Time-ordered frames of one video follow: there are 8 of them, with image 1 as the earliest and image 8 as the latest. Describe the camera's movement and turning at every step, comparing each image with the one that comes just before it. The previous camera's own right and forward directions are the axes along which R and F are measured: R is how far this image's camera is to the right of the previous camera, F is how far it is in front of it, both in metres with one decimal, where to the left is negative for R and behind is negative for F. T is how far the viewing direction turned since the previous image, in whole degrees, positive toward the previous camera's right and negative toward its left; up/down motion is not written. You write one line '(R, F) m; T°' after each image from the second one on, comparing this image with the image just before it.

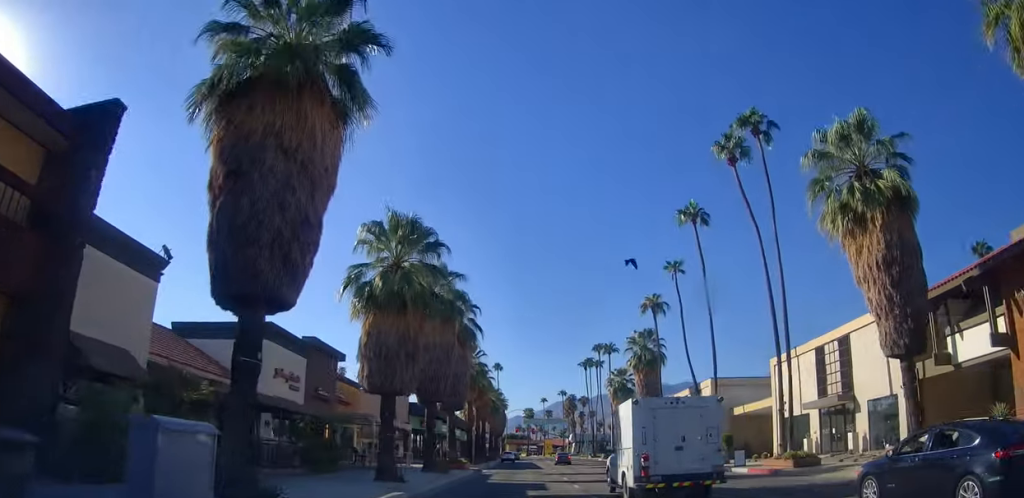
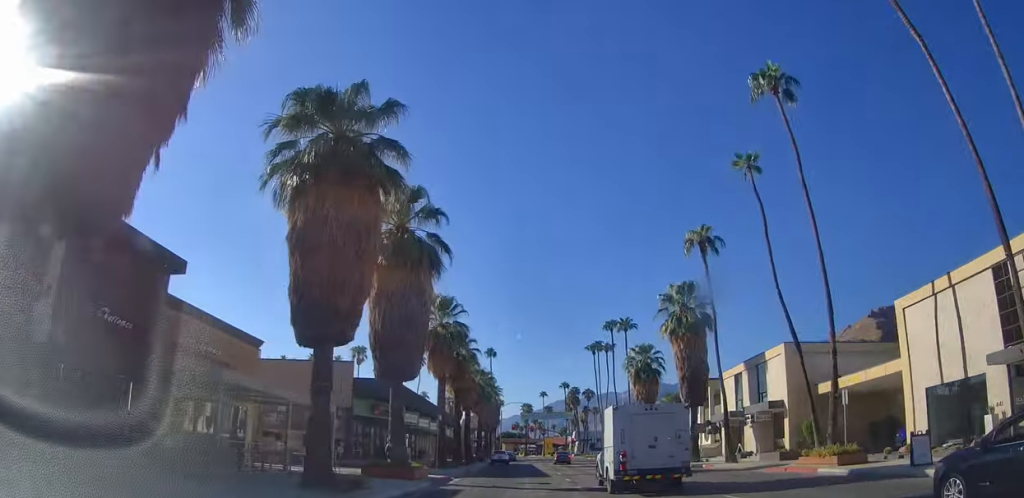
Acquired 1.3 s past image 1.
(0.0, +18.0) m; 0°
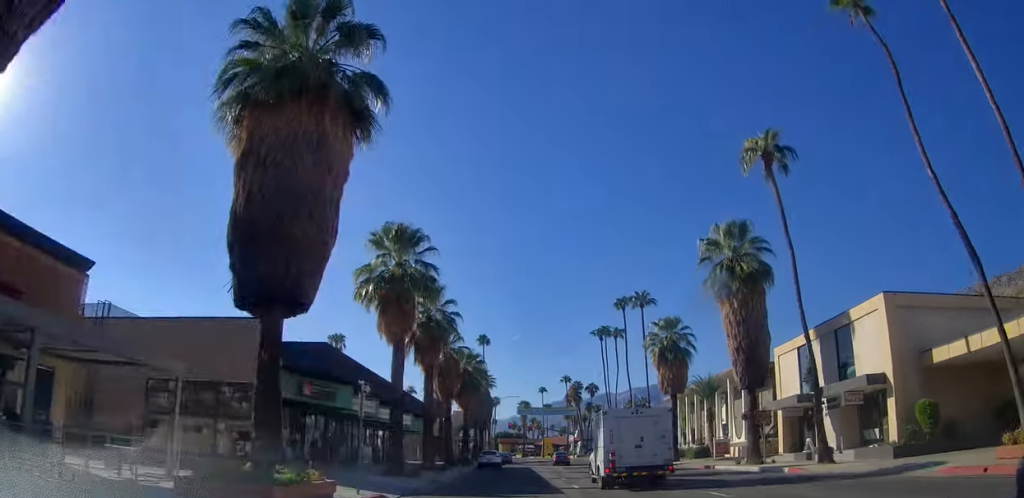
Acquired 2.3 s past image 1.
(0.0, +13.2) m; 0°
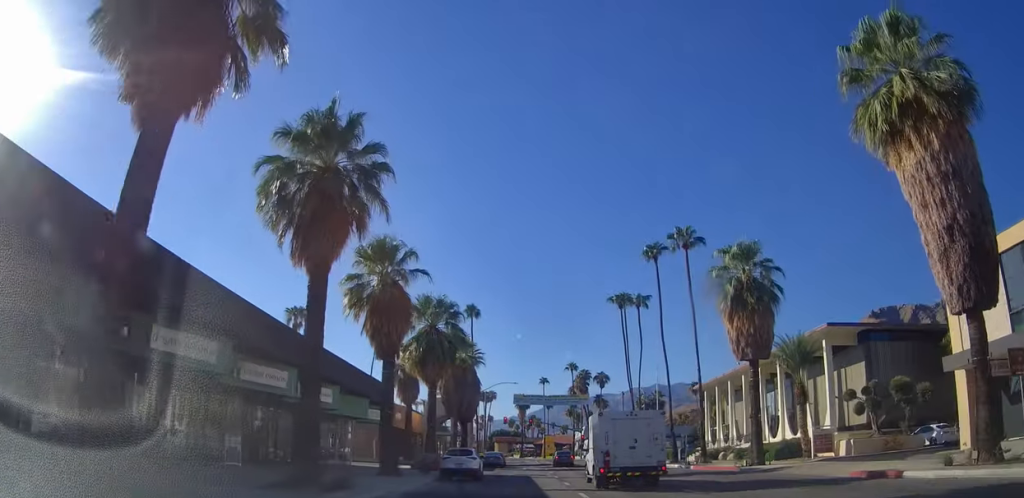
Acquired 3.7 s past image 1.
(0.0, +19.5) m; 0°
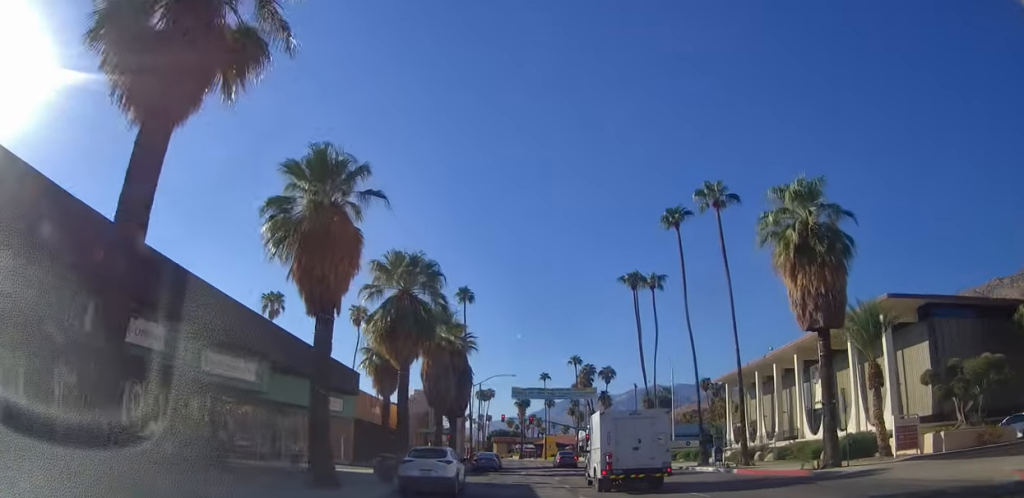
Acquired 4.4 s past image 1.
(0.0, +8.6) m; 0°
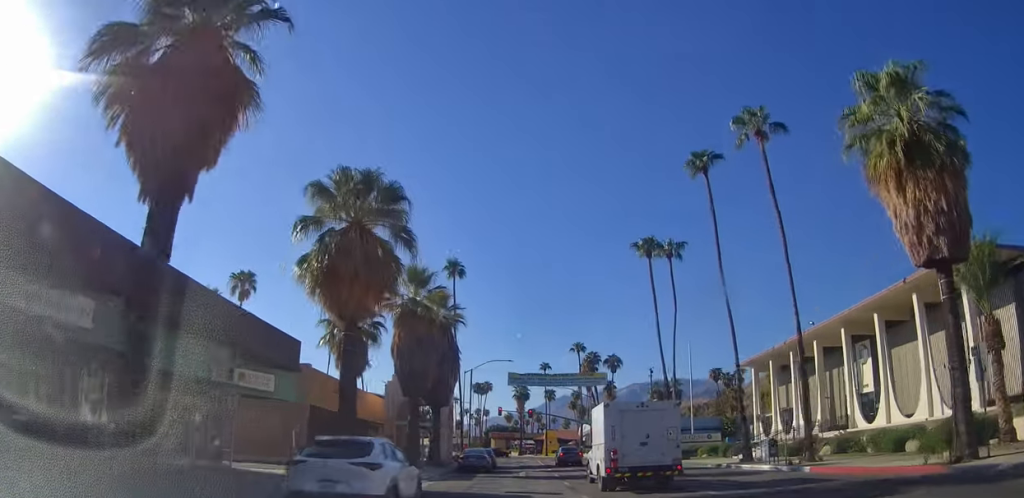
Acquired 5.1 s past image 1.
(0.0, +8.8) m; 0°
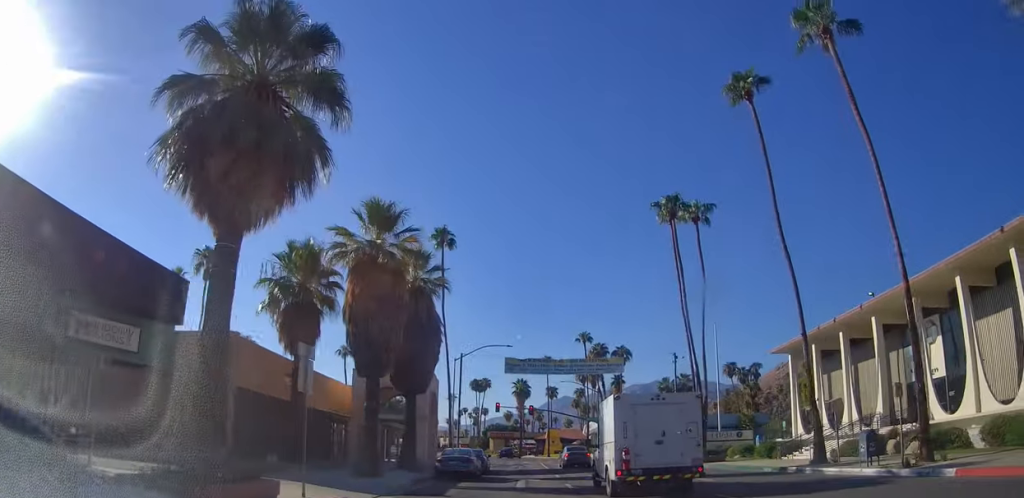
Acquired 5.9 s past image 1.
(0.0, +9.1) m; 0°
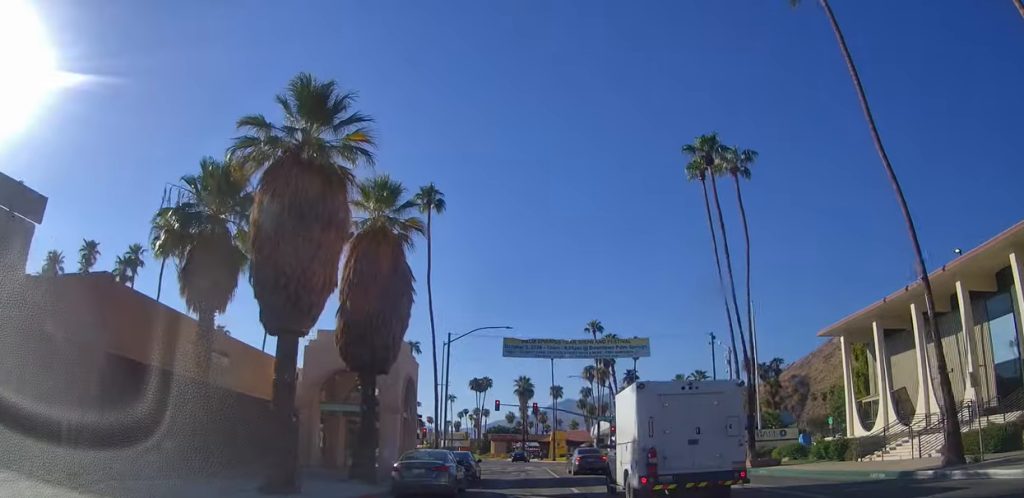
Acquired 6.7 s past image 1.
(0.0, +9.2) m; 0°
